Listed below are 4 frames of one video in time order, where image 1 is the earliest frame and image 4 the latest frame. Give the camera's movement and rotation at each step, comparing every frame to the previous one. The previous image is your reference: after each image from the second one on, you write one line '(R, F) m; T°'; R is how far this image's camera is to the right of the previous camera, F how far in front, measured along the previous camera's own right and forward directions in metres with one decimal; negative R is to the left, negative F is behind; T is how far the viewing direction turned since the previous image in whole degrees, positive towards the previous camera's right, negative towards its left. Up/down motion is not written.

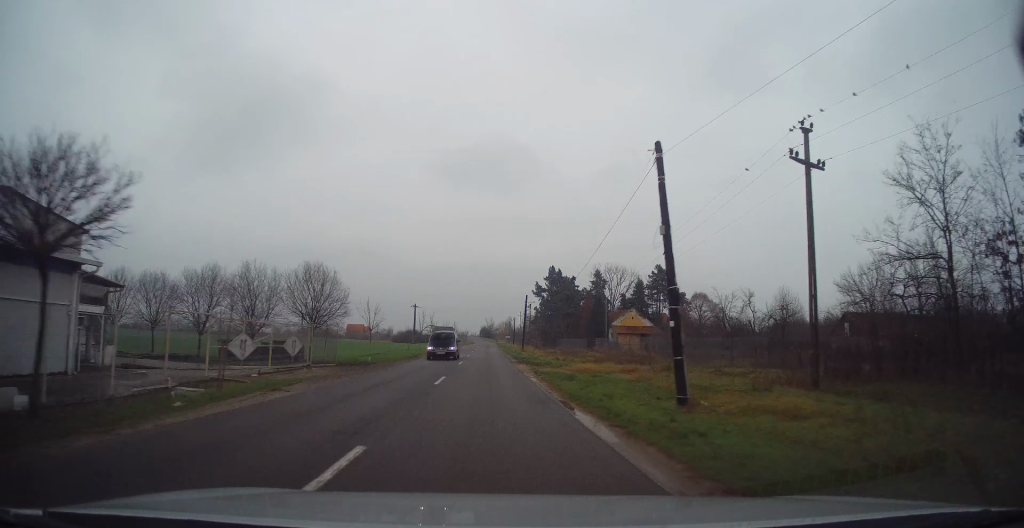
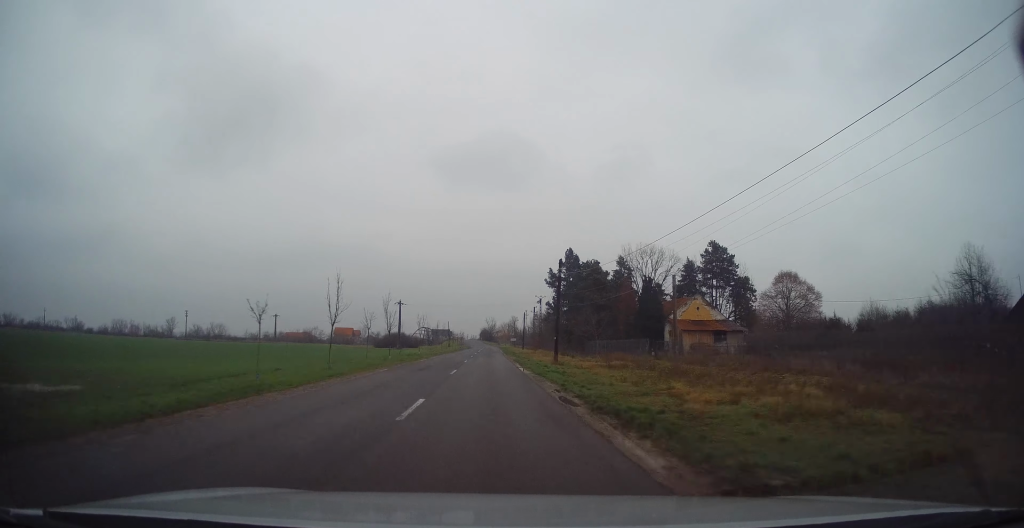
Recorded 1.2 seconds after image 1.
(+0.5, +30.2) m; 0°
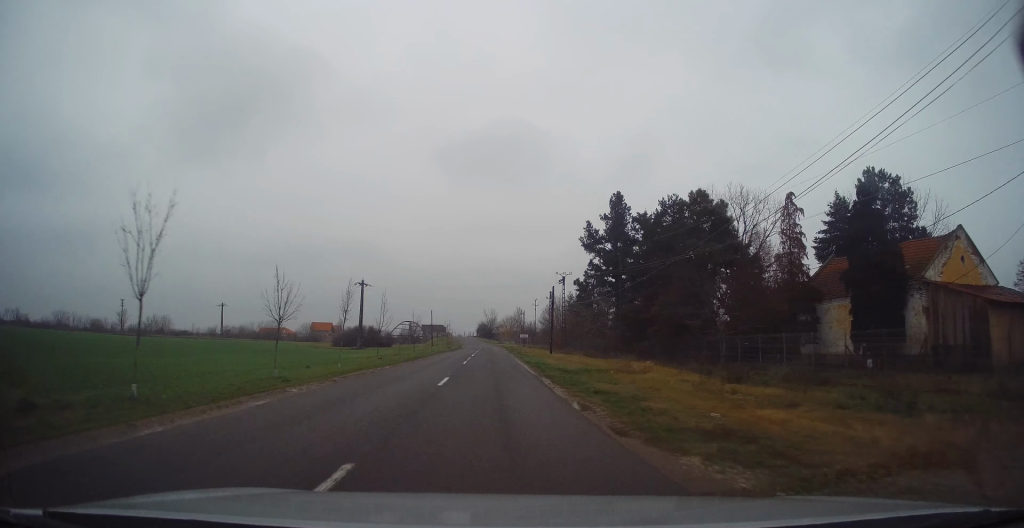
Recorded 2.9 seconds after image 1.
(-0.2, +41.0) m; 0°
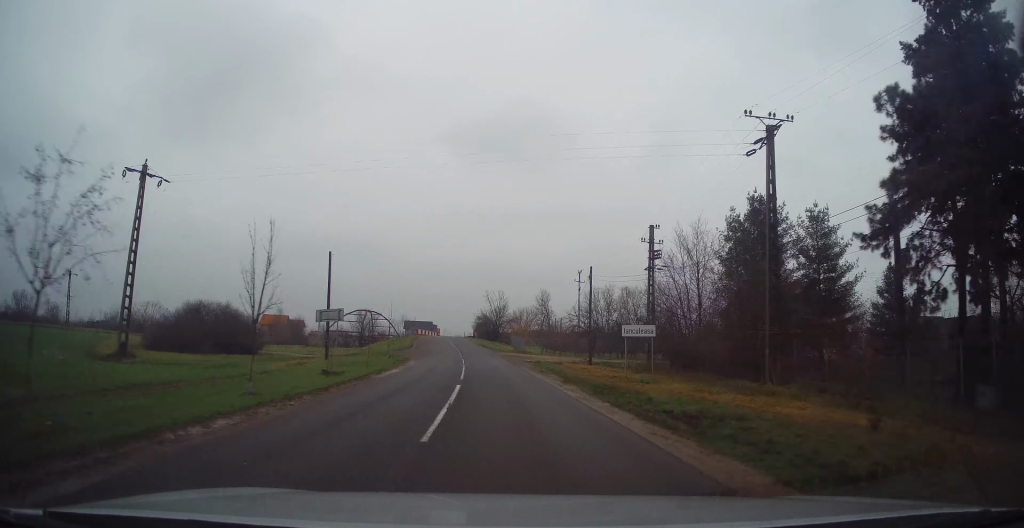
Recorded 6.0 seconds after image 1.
(-0.2, +66.9) m; 0°
